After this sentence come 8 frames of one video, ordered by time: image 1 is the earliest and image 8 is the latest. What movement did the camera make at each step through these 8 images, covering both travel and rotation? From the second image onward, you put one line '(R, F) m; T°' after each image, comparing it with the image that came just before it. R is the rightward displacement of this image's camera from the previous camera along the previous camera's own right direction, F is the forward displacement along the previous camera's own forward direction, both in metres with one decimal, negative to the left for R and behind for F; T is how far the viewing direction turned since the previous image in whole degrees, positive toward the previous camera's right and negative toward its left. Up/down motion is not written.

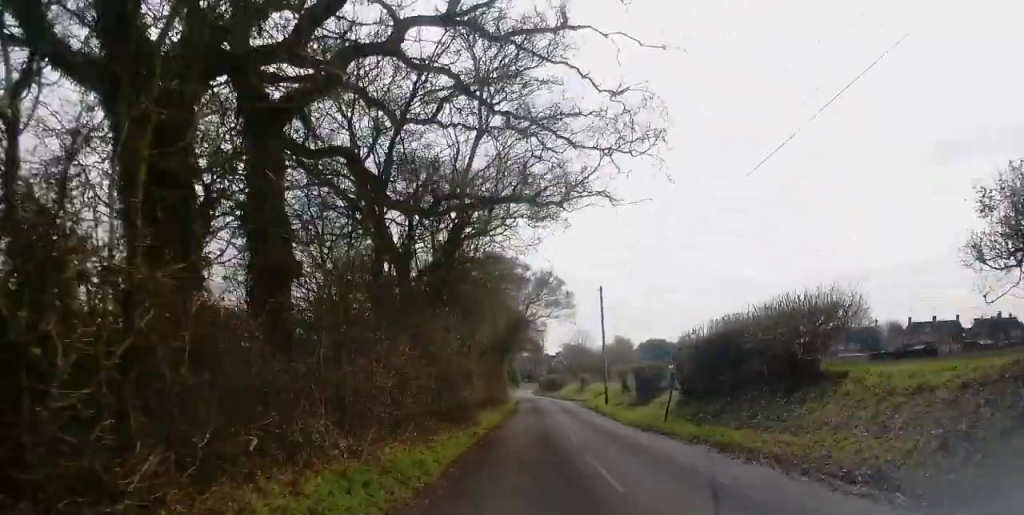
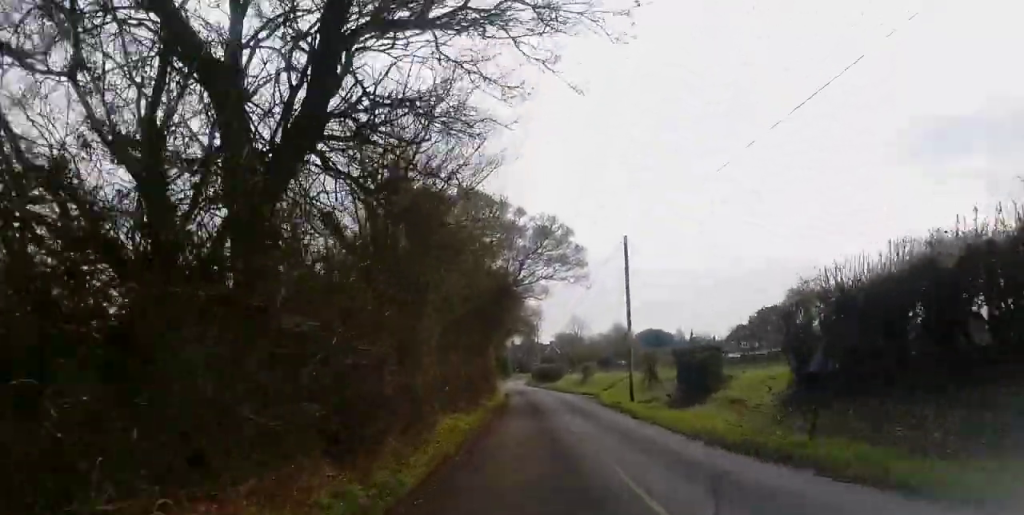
(+0.2, +14.2) m; +1°
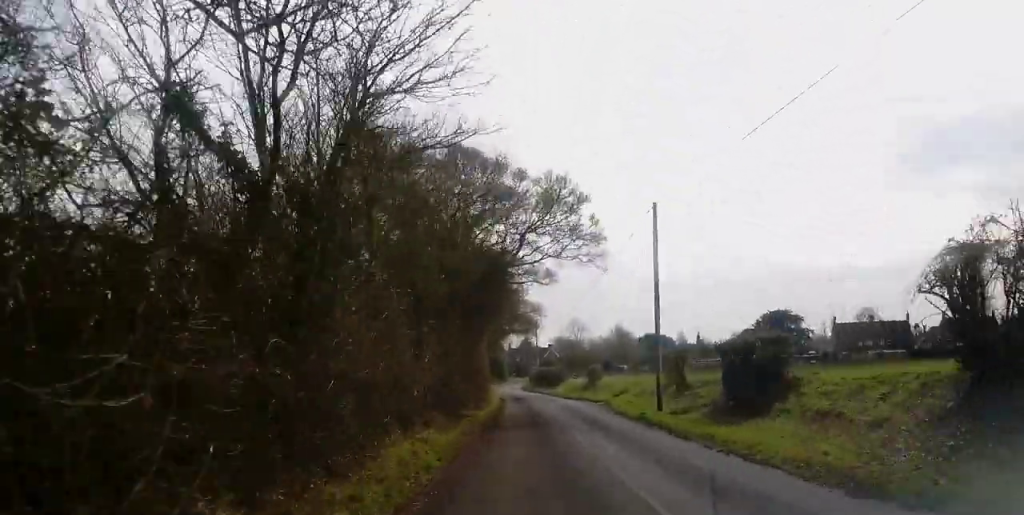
(+0.1, +7.6) m; 0°
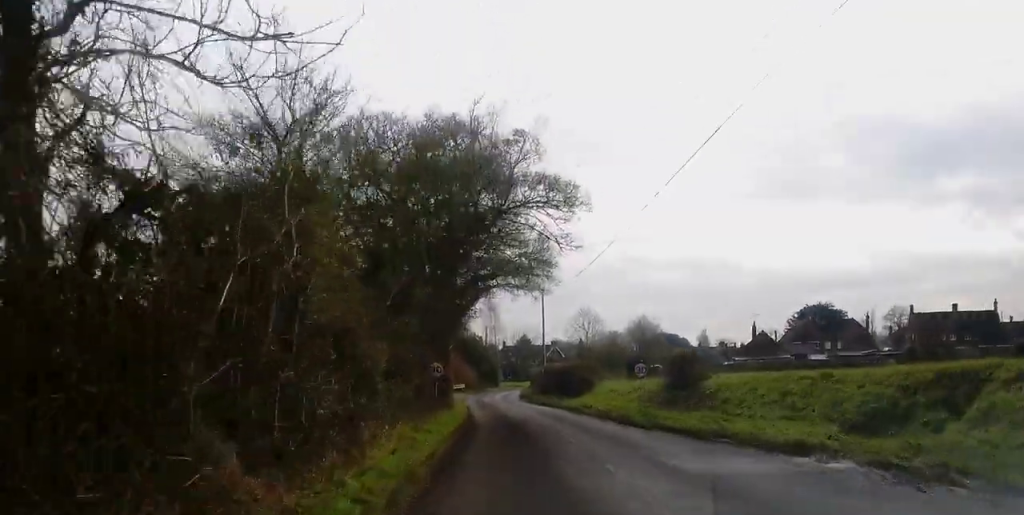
(-0.1, +36.0) m; -1°
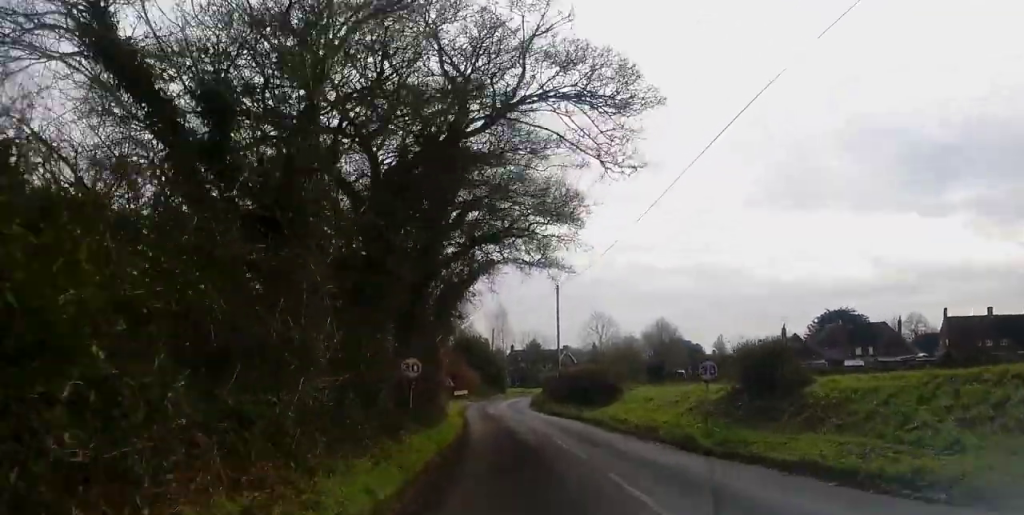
(0.0, +8.8) m; -1°
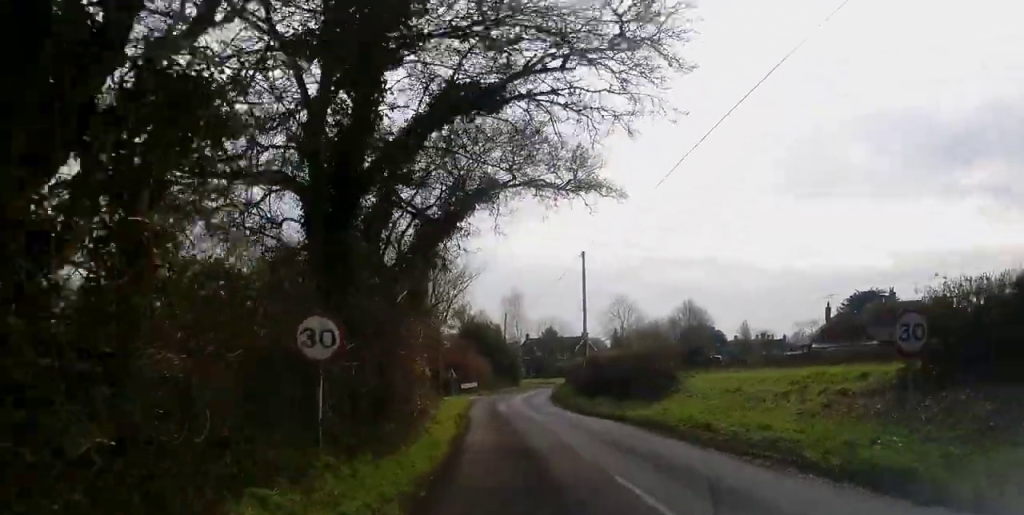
(-0.1, +10.0) m; -2°
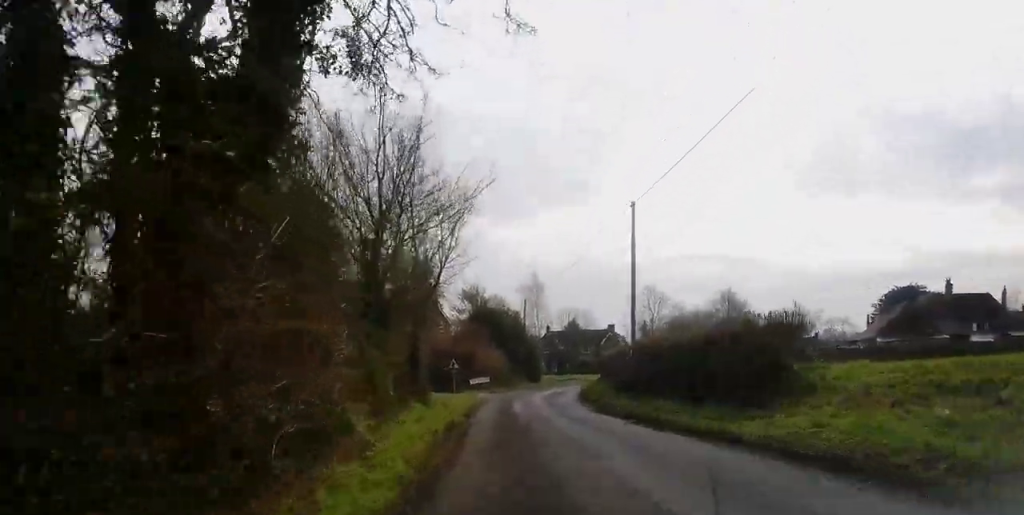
(-0.2, +11.1) m; -2°
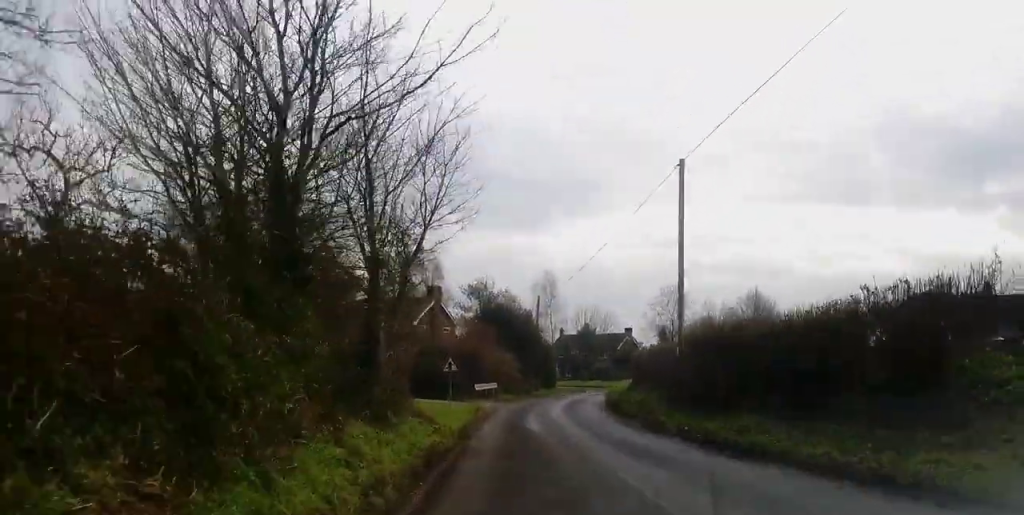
(0.0, +7.0) m; -1°
